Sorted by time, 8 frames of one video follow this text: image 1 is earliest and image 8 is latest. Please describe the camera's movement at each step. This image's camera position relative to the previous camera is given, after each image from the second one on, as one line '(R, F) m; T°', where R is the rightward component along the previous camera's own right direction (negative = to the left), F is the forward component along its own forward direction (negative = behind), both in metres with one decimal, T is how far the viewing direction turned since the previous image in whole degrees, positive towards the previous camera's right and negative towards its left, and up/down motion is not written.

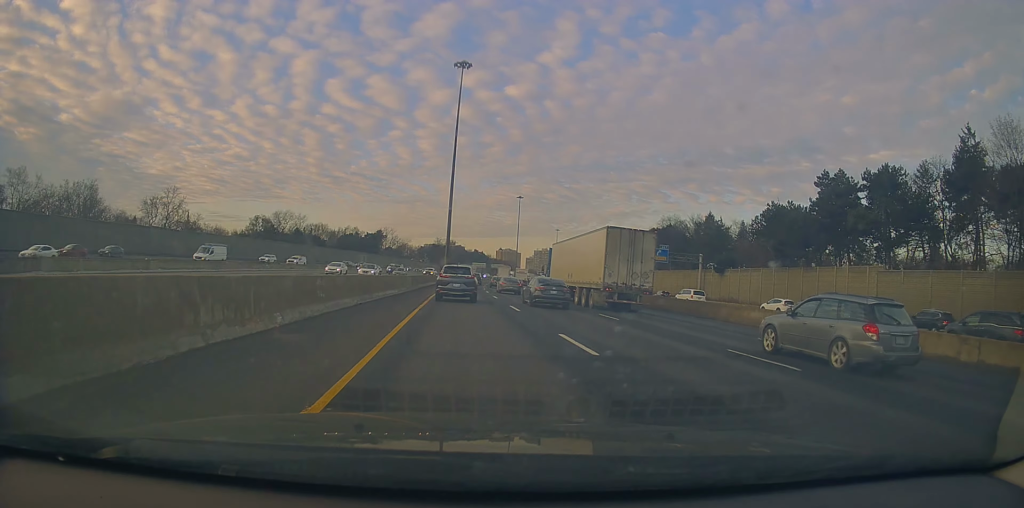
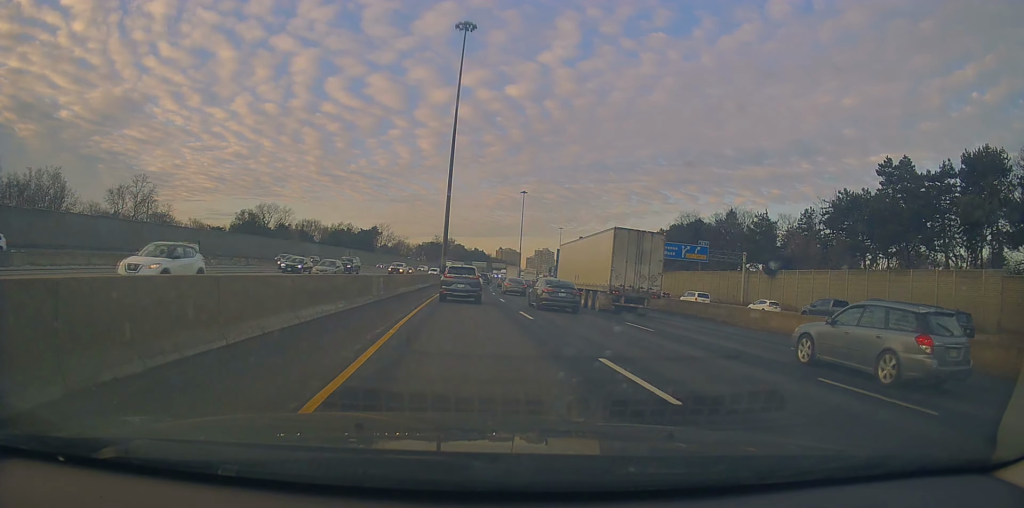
(0.0, +15.6) m; +1°
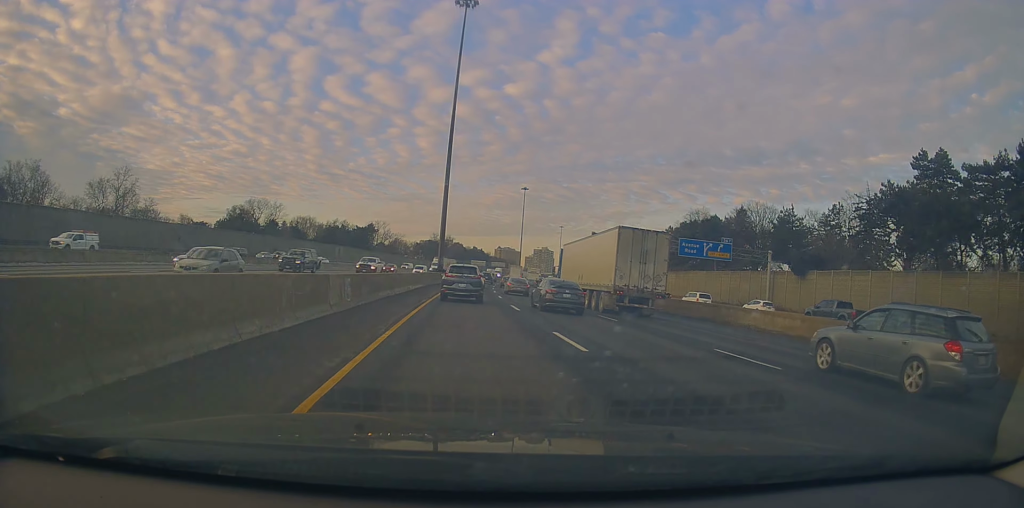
(+0.2, +7.5) m; 0°
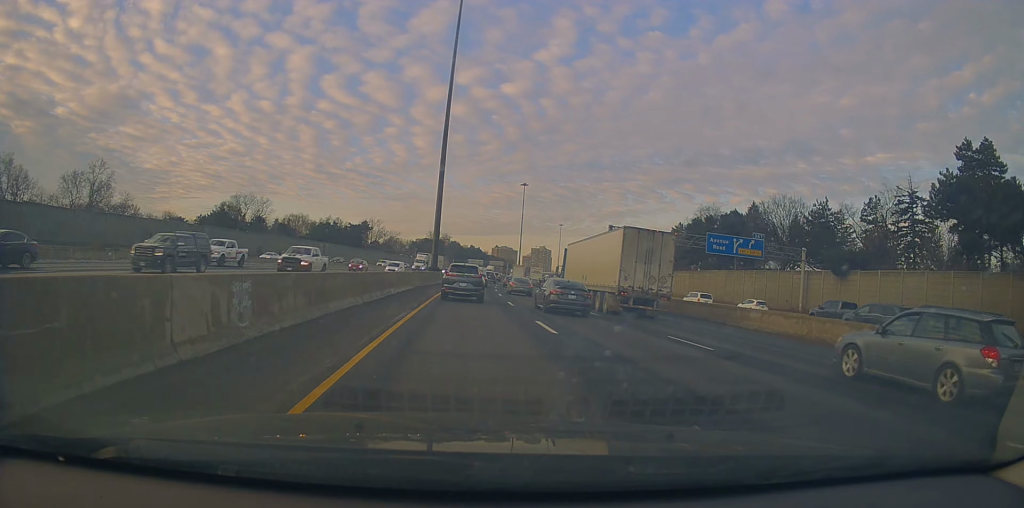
(+0.1, +8.7) m; 0°
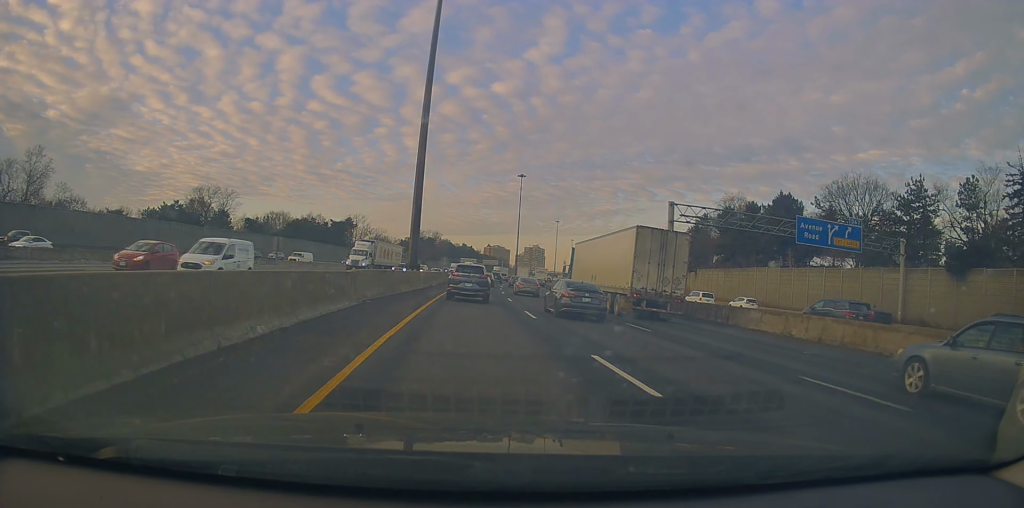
(-0.2, +18.6) m; 0°
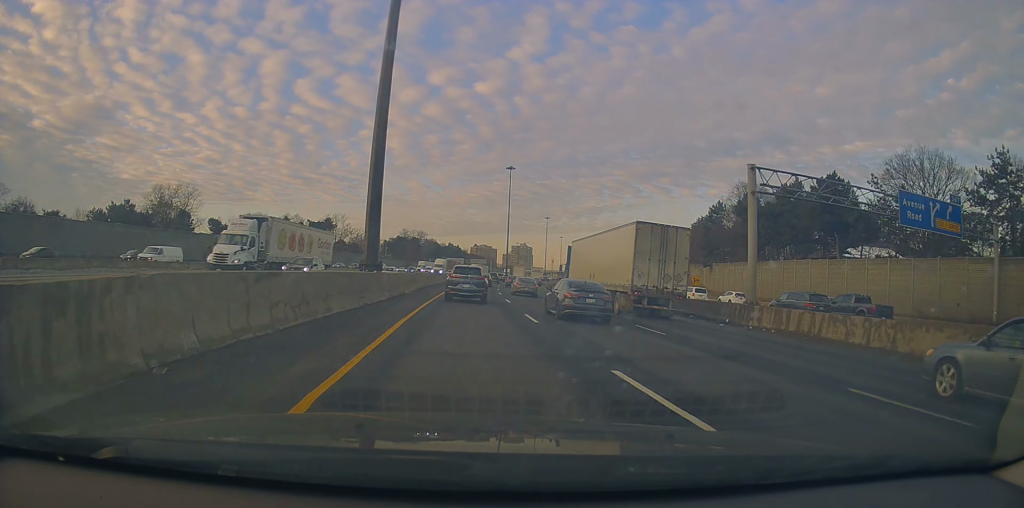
(+0.2, +13.5) m; +1°
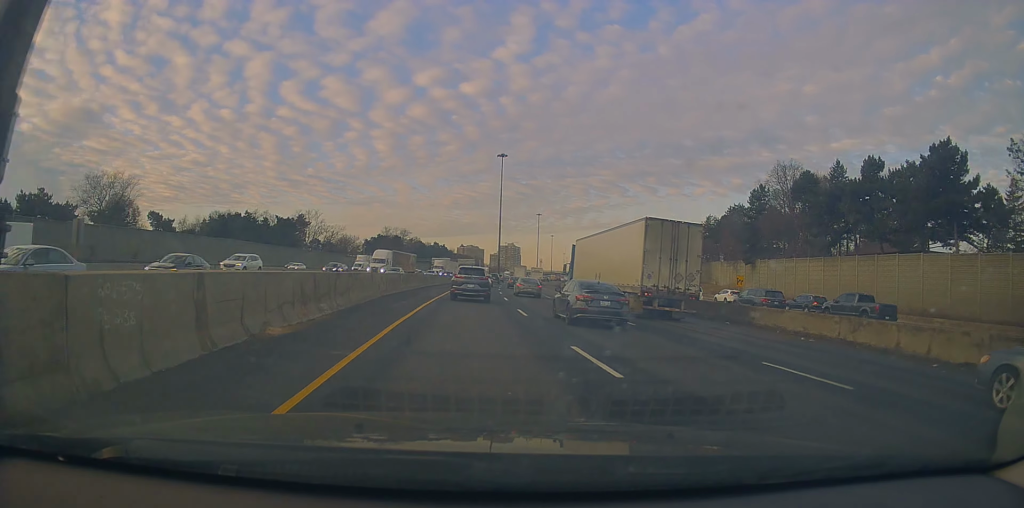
(+0.1, +20.8) m; +1°
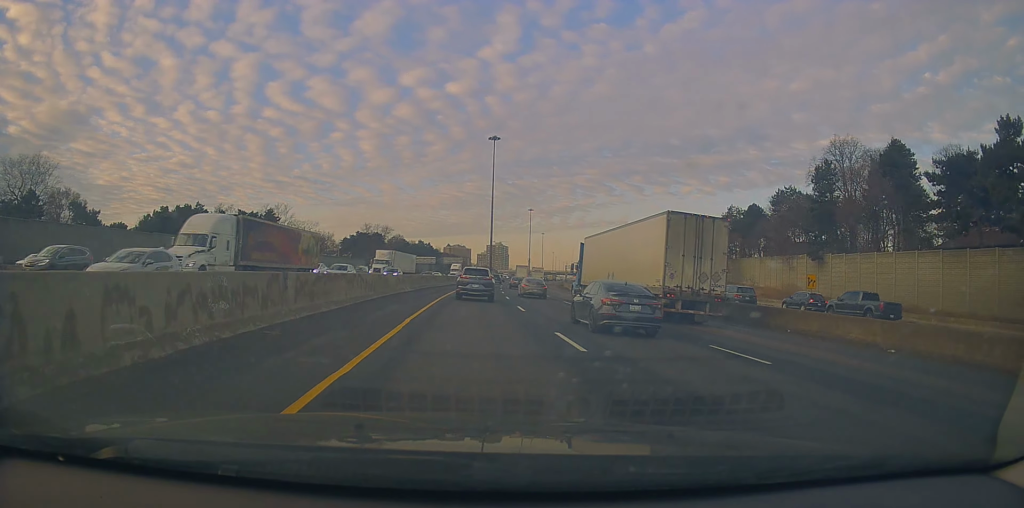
(+0.4, +20.8) m; +2°
